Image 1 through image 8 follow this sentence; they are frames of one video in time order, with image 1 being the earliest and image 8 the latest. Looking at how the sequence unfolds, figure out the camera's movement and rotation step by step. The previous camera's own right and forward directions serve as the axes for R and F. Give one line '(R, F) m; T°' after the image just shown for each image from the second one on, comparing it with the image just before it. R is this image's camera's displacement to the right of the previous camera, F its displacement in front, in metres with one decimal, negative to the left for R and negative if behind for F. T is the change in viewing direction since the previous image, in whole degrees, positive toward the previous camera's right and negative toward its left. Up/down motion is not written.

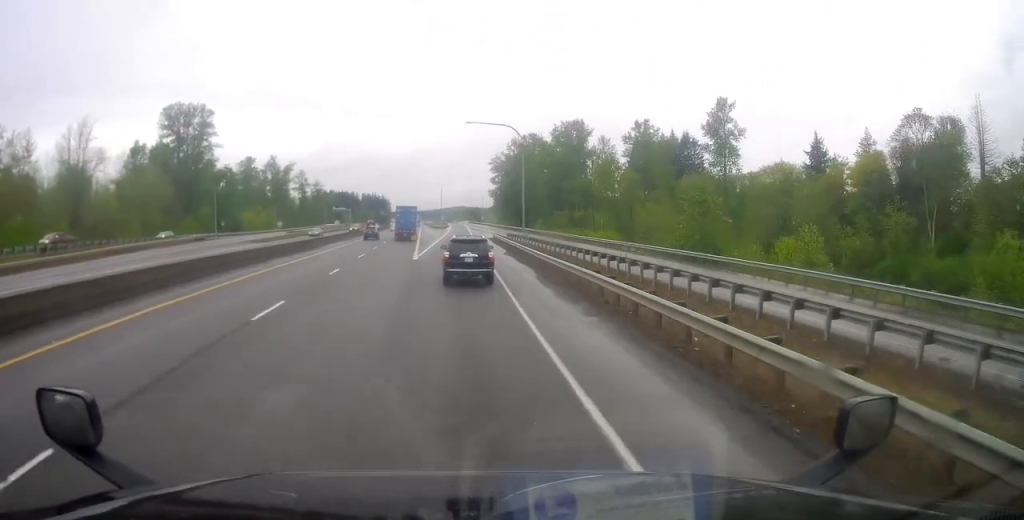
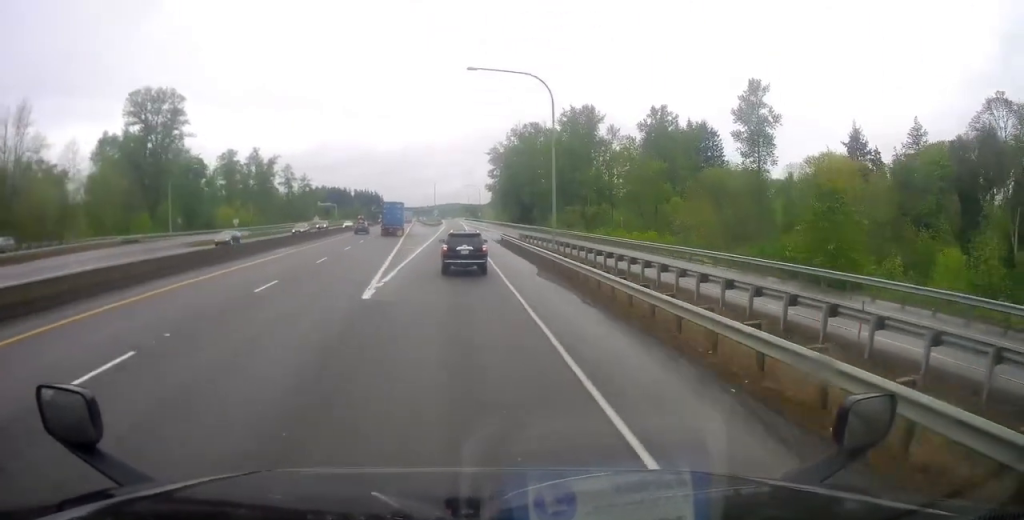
(-0.2, +19.8) m; +1°
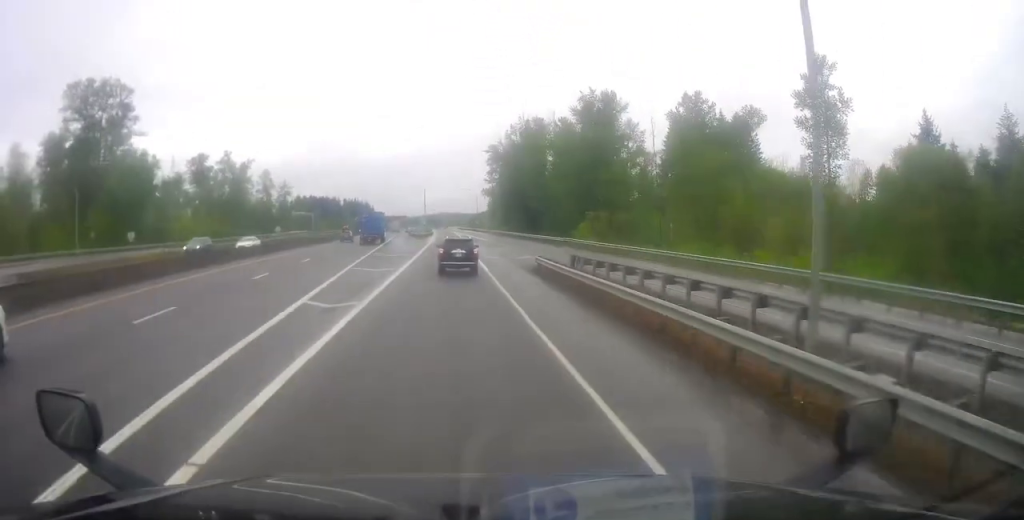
(+0.6, +28.8) m; +2°
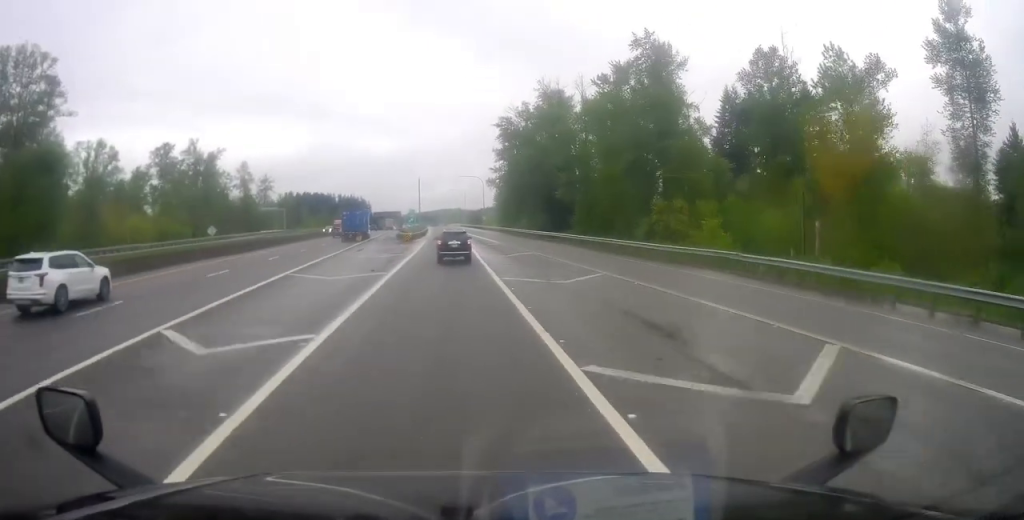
(+0.1, +35.2) m; 0°
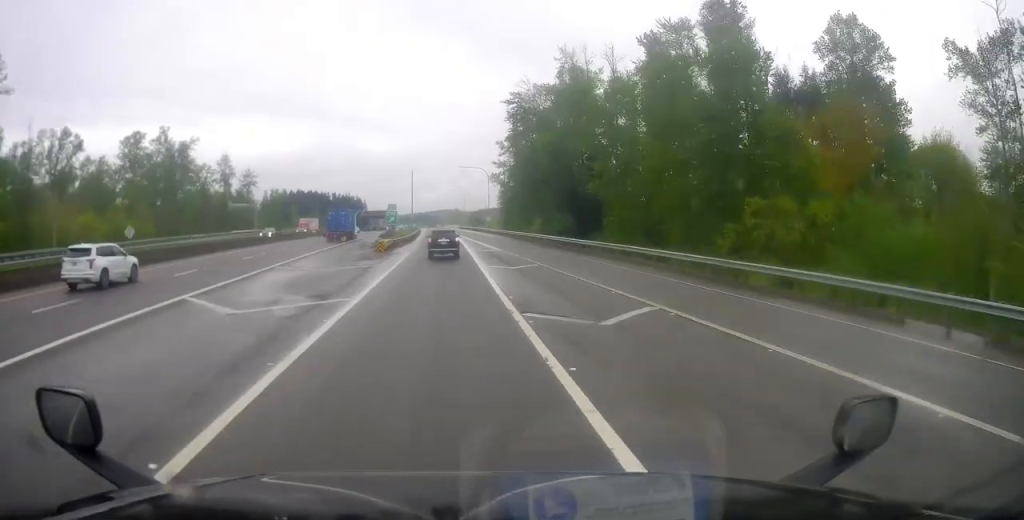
(-0.2, +24.0) m; -1°
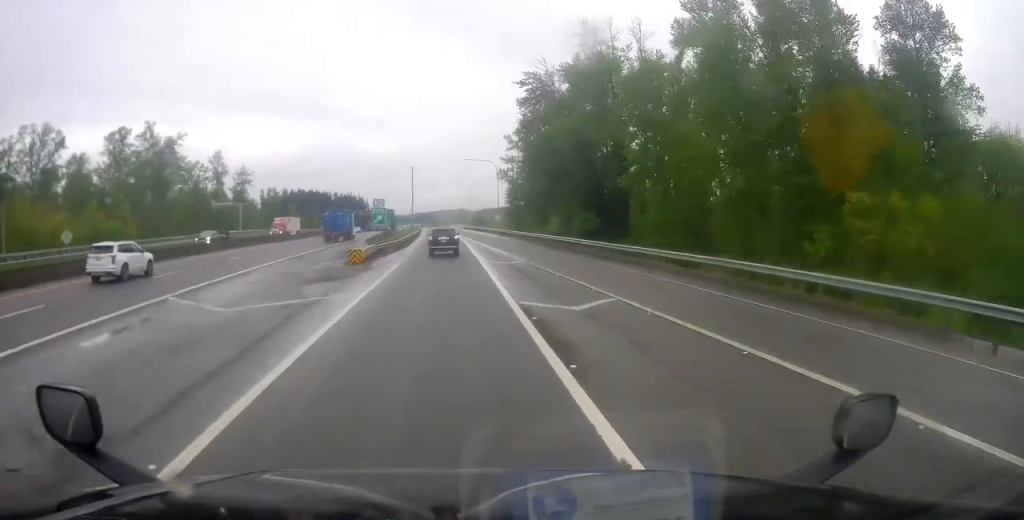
(-0.4, +13.3) m; 0°
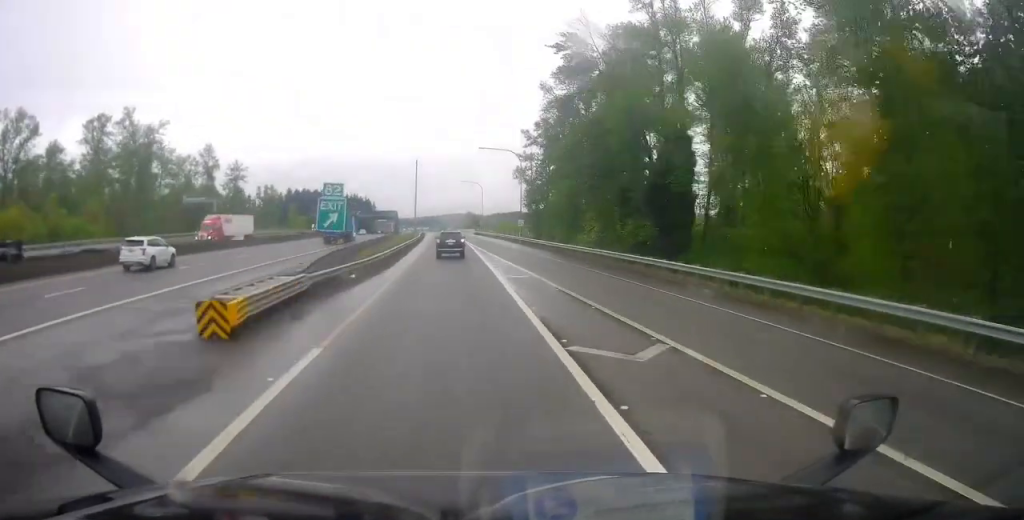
(+0.4, +20.0) m; +1°
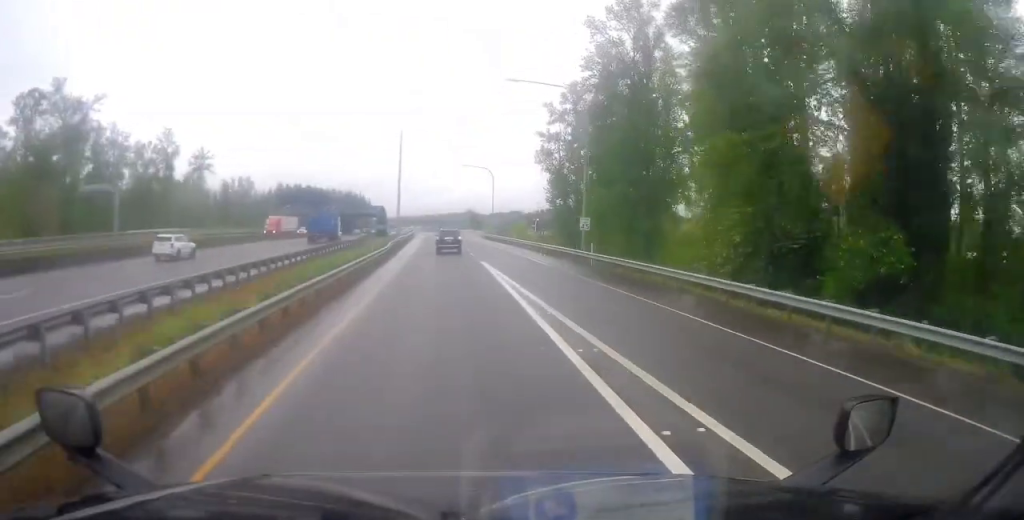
(0.0, +36.9) m; 0°
